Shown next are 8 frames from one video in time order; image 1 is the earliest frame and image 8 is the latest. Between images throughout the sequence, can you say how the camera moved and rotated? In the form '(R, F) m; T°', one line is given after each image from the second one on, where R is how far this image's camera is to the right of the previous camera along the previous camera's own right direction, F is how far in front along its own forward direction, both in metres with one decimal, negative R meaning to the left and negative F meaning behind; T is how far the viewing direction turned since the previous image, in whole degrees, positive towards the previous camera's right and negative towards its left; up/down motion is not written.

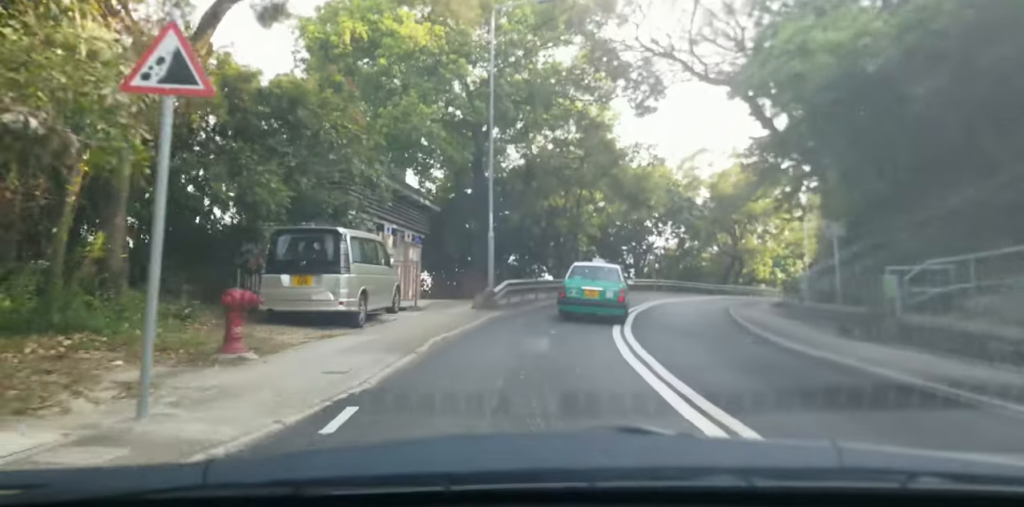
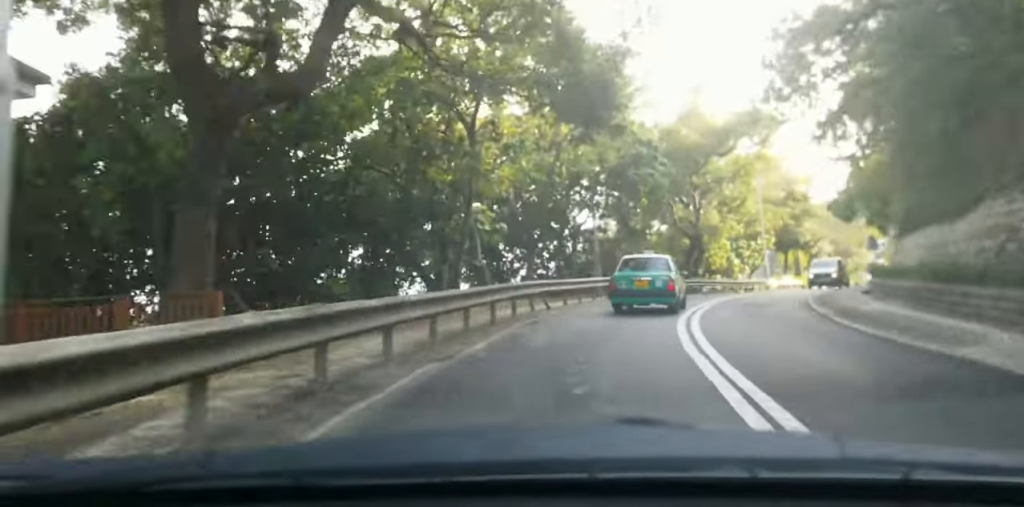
(+1.3, +21.2) m; +7°
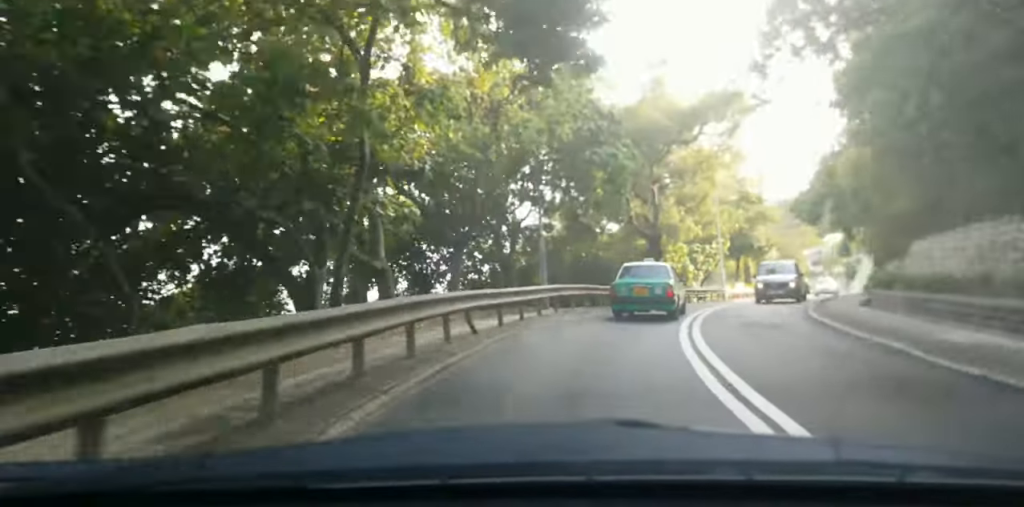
(-0.1, +7.1) m; +5°
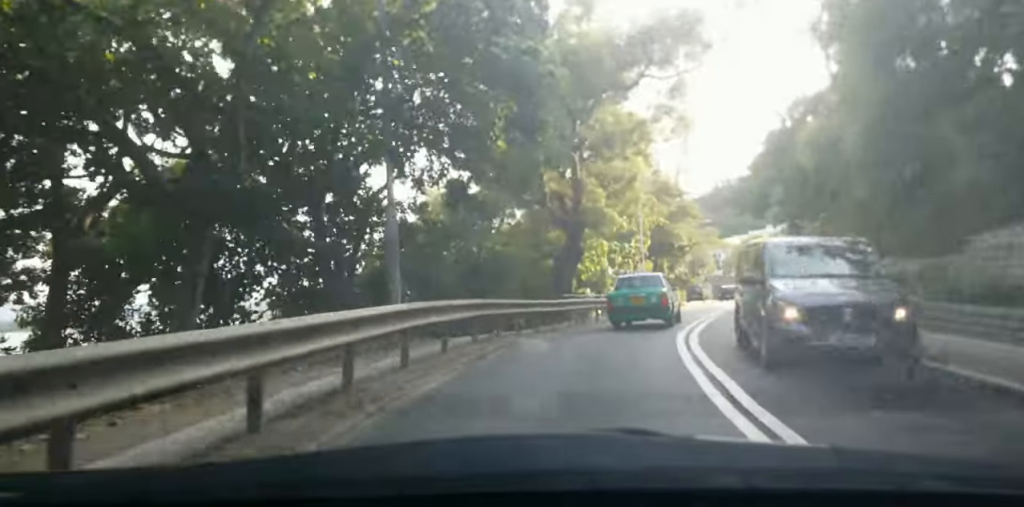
(+1.2, +11.8) m; +8°
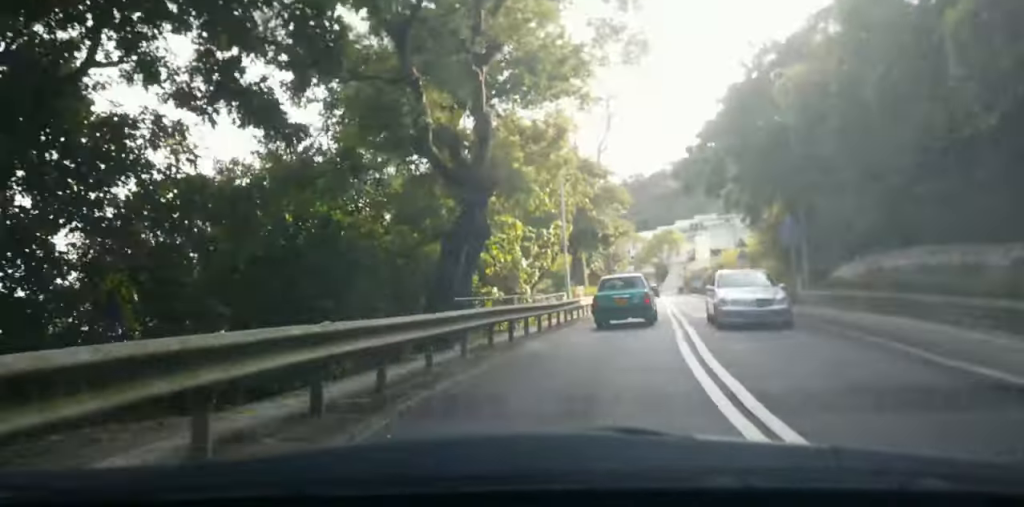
(+0.3, +10.2) m; +2°
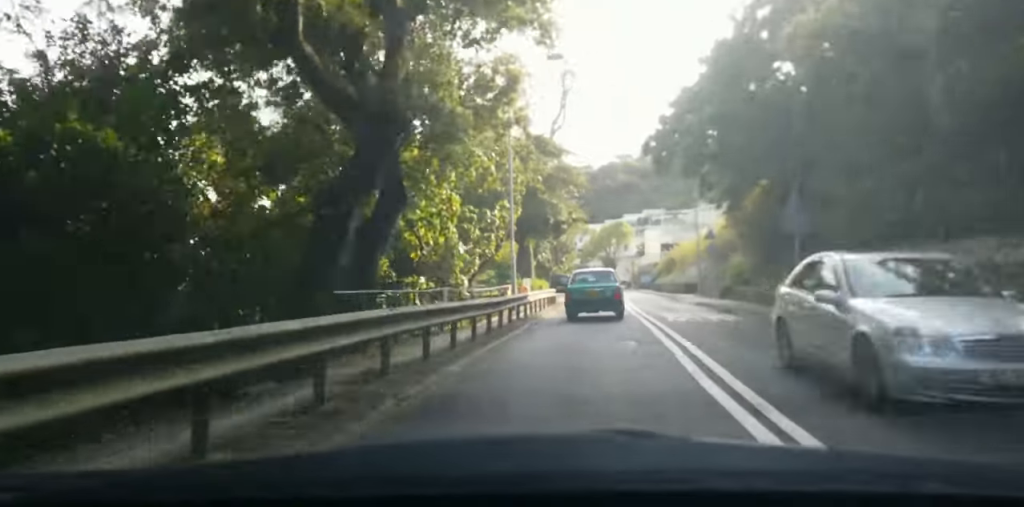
(0.0, +5.4) m; +2°
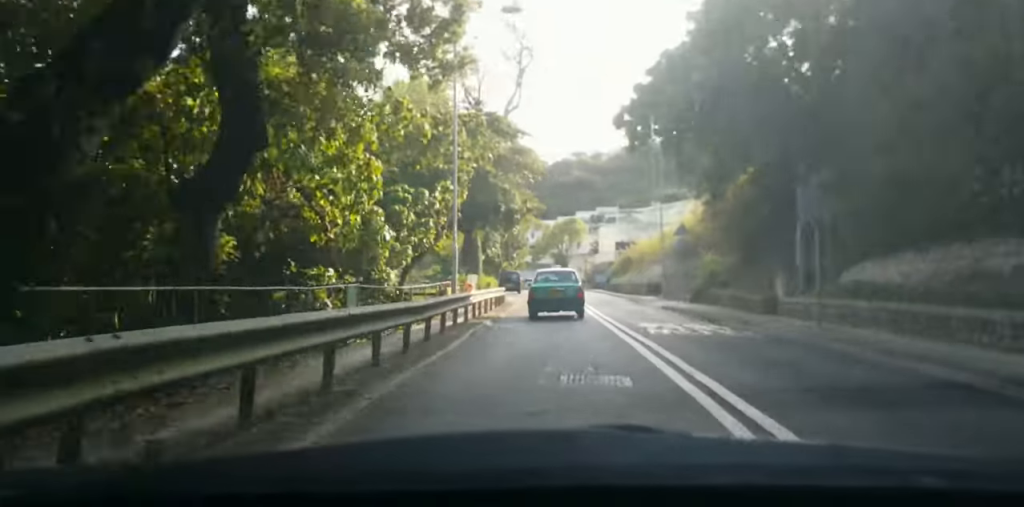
(-0.1, +5.0) m; +3°
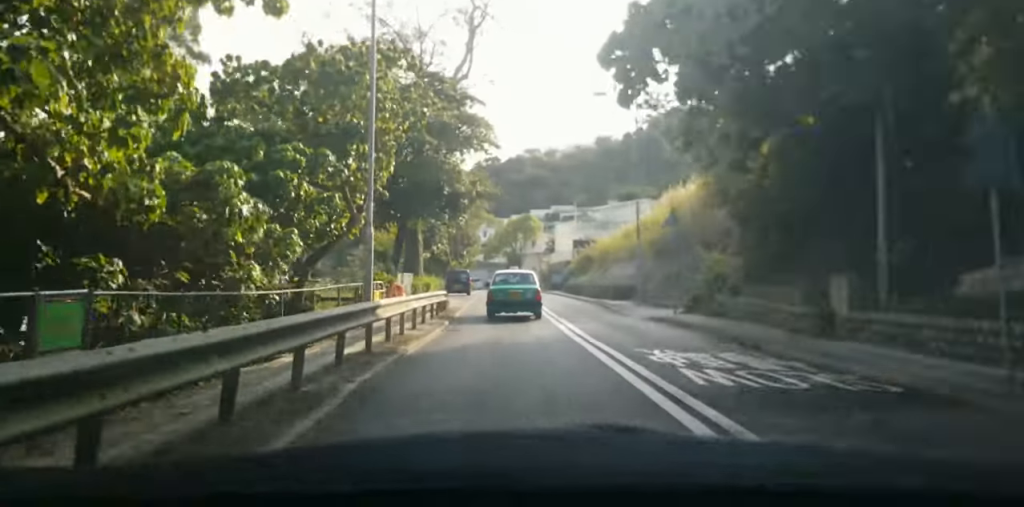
(+0.3, +7.4) m; +6°
